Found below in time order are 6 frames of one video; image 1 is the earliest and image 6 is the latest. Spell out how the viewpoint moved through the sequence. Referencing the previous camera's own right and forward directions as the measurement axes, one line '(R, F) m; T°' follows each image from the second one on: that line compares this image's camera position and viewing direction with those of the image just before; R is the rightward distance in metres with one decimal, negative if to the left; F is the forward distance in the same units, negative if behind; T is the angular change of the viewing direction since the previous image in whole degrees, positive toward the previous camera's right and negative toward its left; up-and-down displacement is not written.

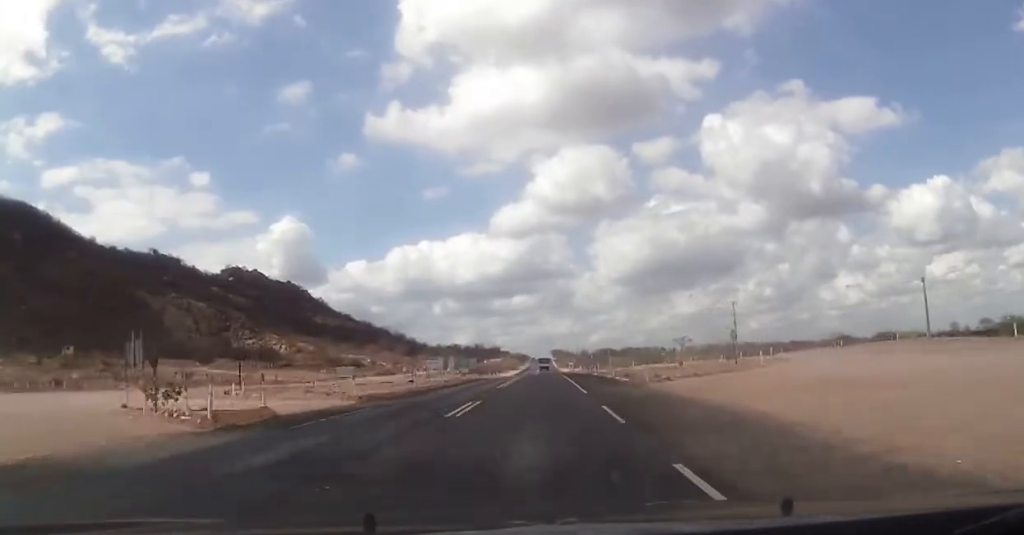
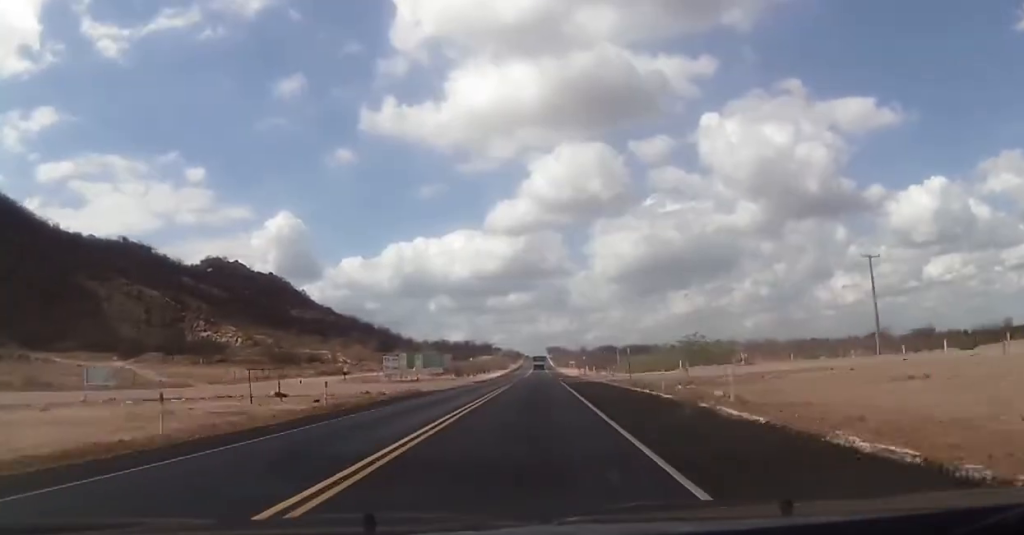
(-0.7, +46.1) m; -1°
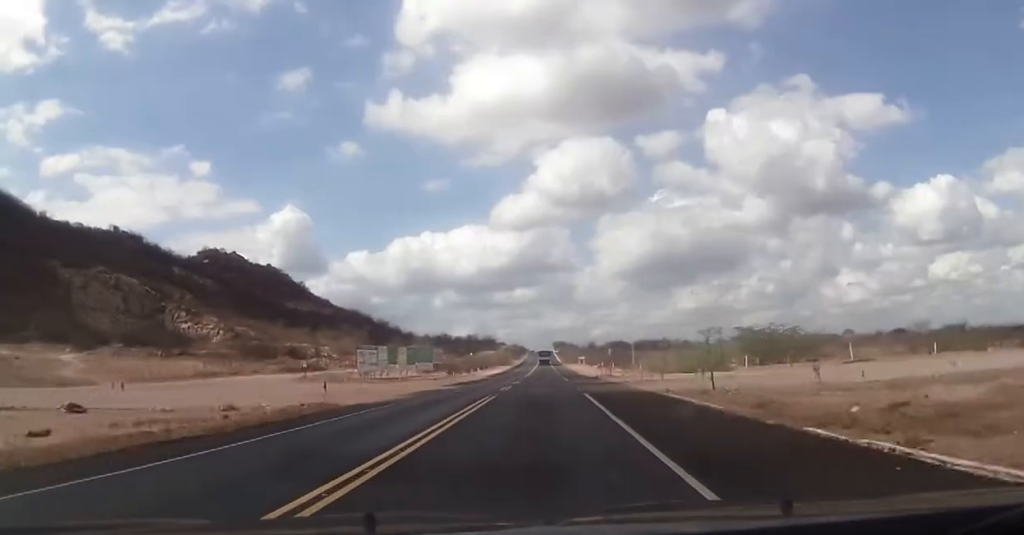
(+0.3, +23.5) m; 0°
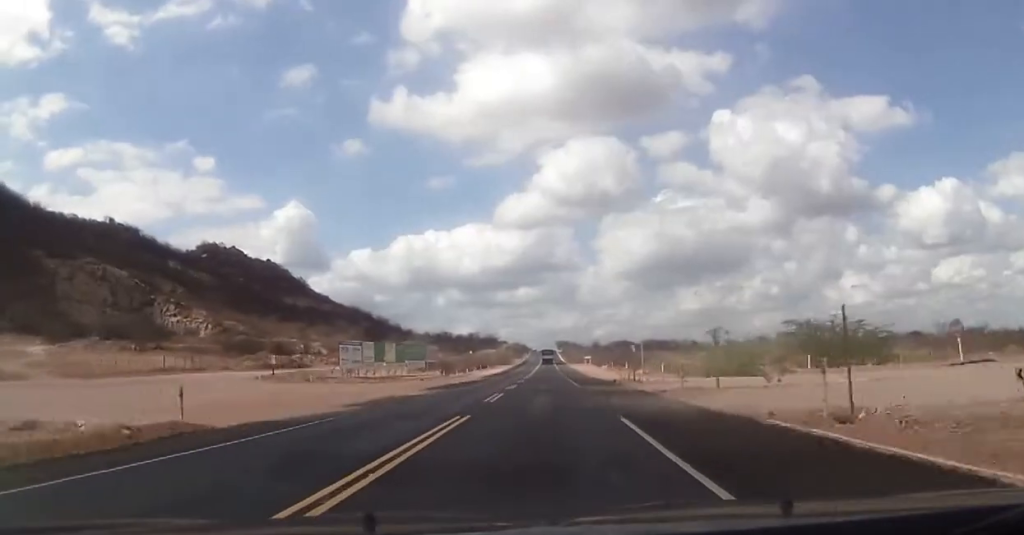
(-0.1, +12.2) m; 0°
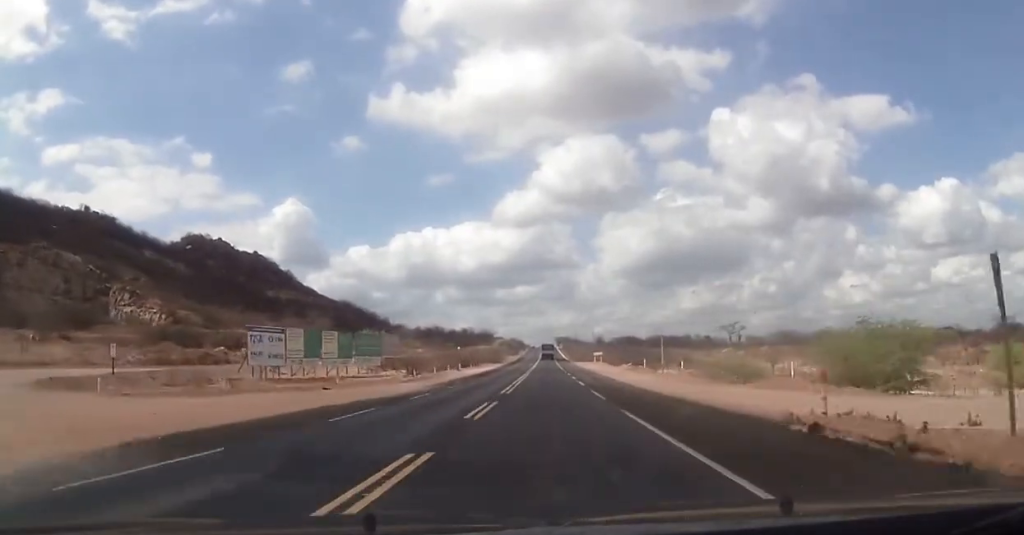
(-0.2, +32.8) m; 0°
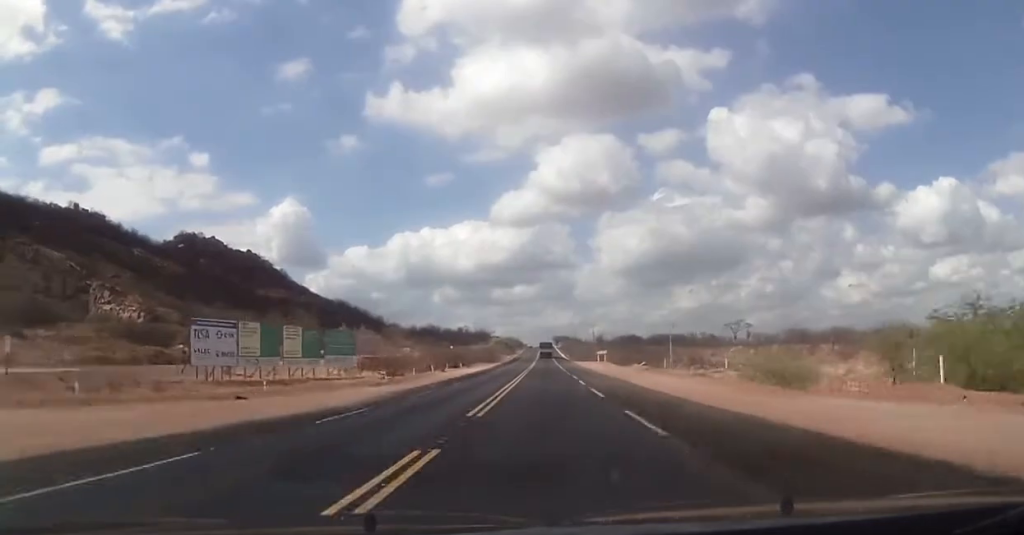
(0.0, +12.0) m; 0°
